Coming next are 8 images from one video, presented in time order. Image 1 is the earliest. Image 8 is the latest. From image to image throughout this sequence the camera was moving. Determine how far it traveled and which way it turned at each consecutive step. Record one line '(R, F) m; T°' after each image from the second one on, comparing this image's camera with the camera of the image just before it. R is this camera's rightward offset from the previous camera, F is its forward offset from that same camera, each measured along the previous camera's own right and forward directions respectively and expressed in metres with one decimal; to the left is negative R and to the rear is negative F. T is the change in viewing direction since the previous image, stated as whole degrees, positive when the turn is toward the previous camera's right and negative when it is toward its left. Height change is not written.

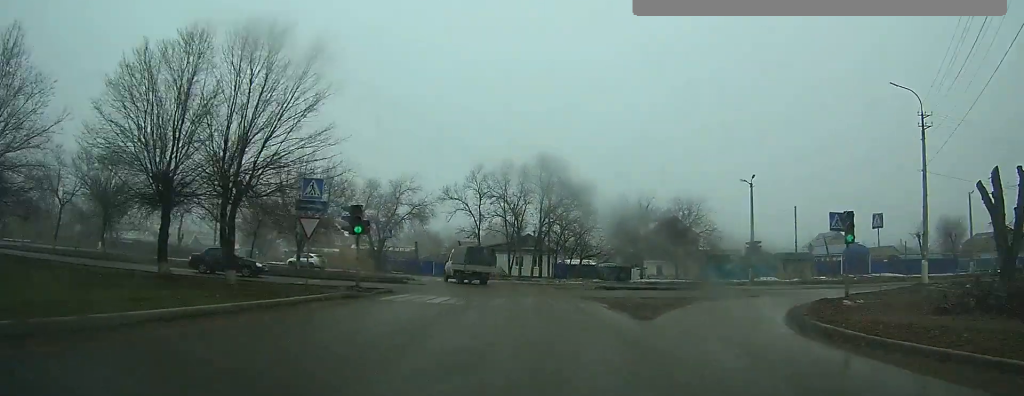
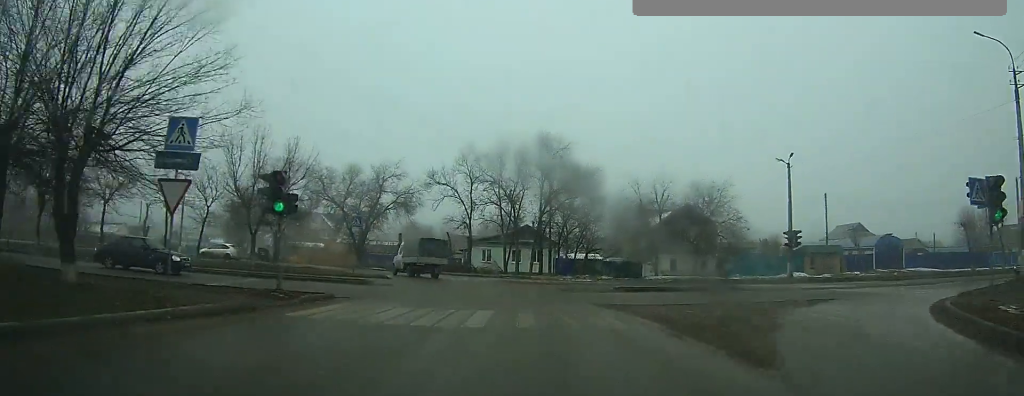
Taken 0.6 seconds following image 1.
(+0.1, +6.4) m; 0°
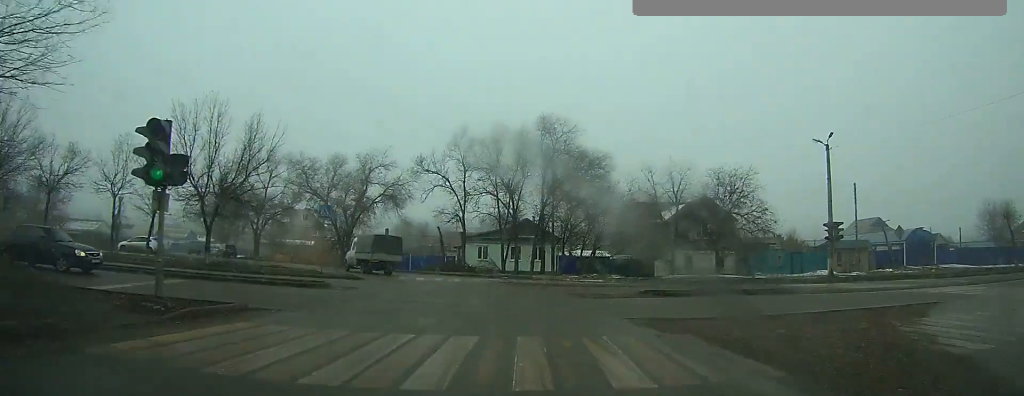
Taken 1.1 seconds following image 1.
(0.0, +4.8) m; -1°
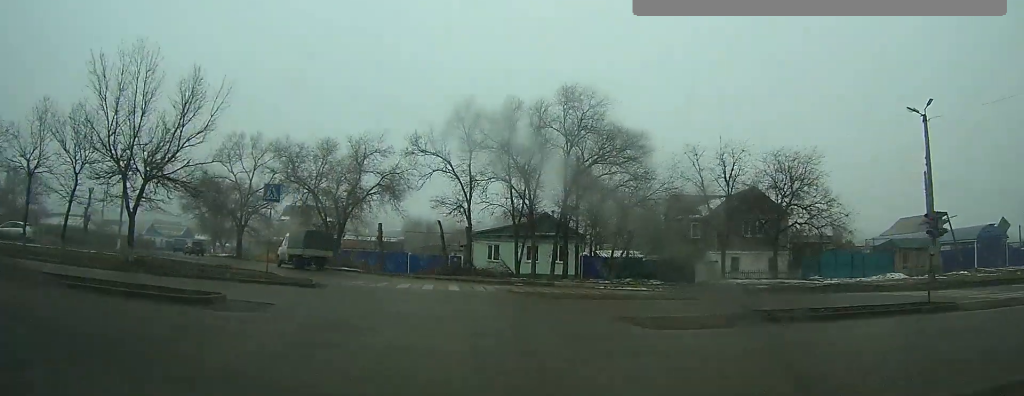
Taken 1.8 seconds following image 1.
(-0.1, +6.9) m; -4°
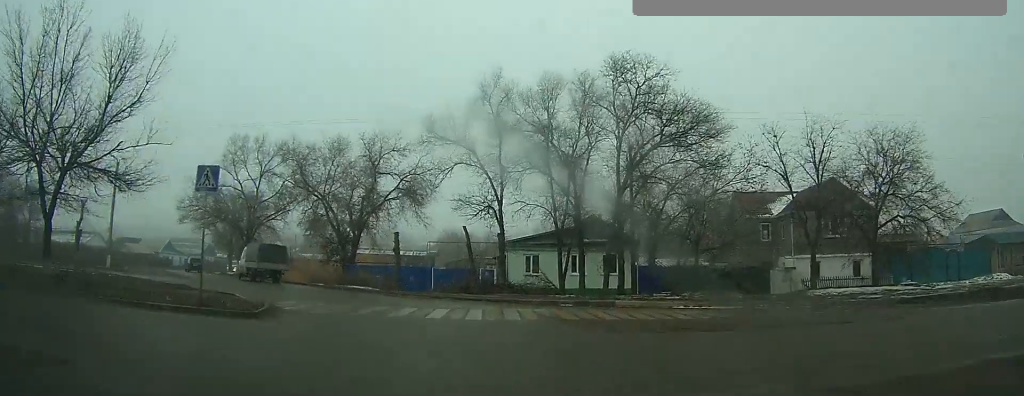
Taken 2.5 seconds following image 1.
(-0.4, +6.8) m; -5°
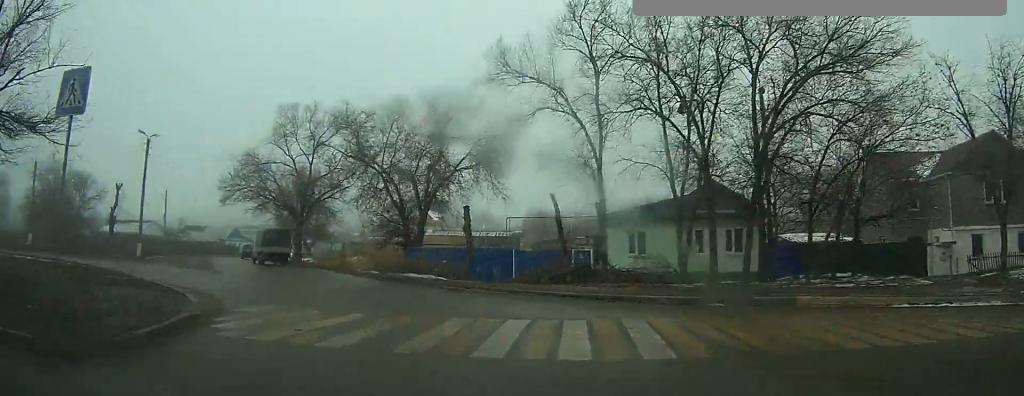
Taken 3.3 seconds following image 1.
(-0.4, +8.2) m; -5°
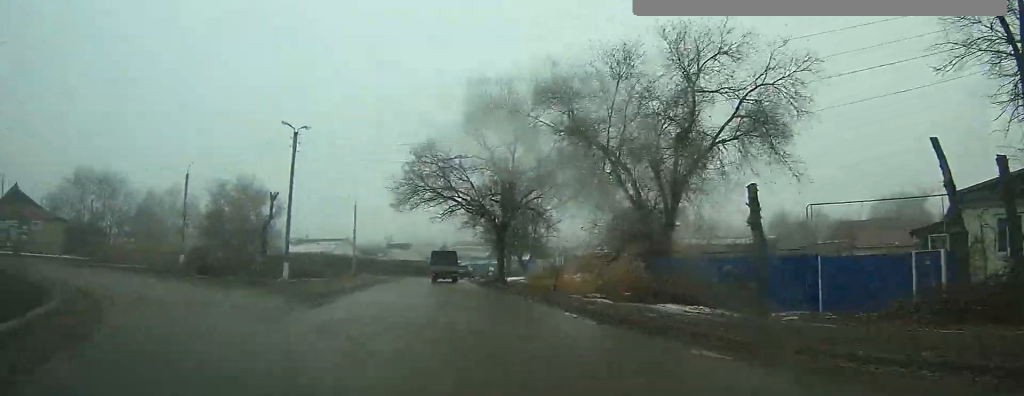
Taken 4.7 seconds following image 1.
(-0.8, +12.4) m; -12°
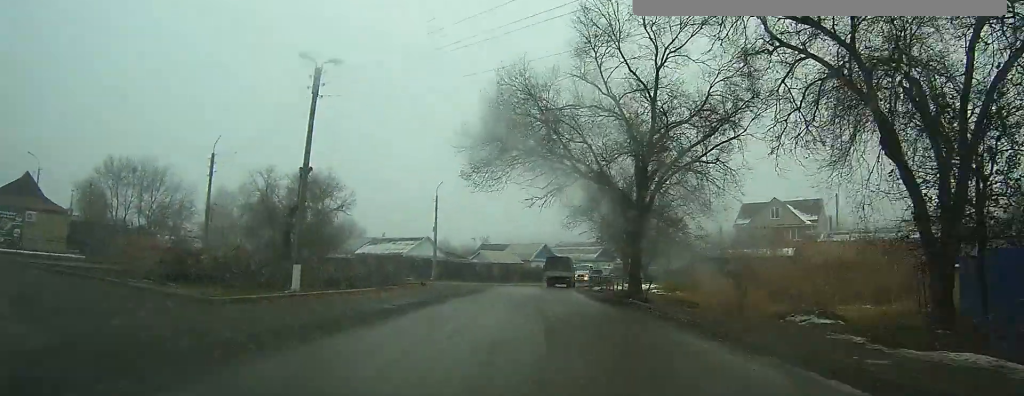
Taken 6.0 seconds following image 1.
(-1.6, +11.2) m; -14°
